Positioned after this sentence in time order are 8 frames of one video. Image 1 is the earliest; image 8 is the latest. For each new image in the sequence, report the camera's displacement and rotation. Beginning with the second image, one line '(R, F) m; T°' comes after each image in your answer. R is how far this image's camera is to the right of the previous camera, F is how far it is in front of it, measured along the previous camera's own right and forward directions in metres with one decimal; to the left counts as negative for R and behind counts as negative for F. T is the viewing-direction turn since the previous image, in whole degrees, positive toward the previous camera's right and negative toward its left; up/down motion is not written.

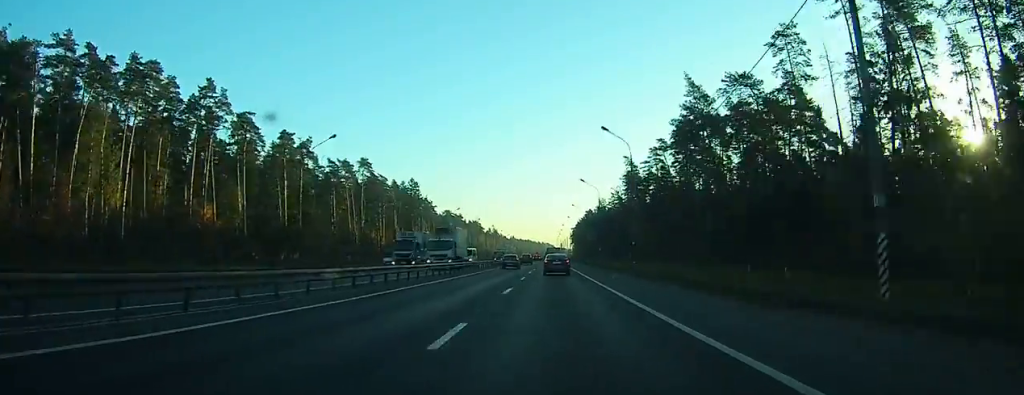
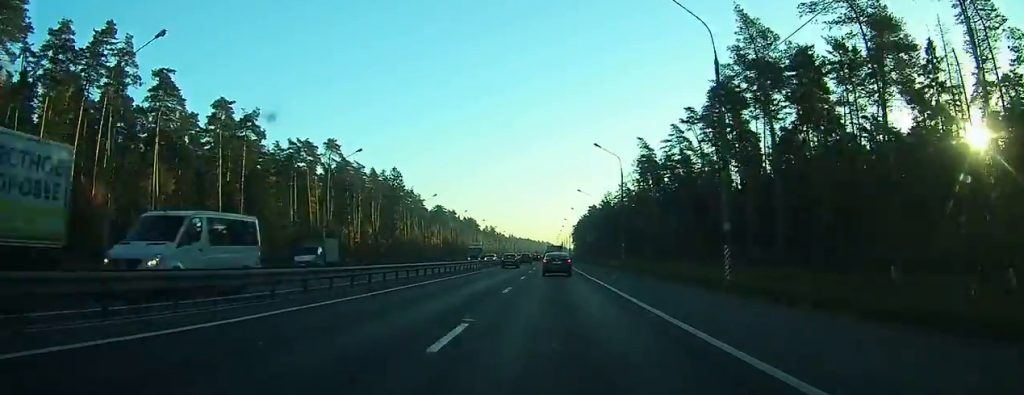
(0.0, +23.4) m; 0°
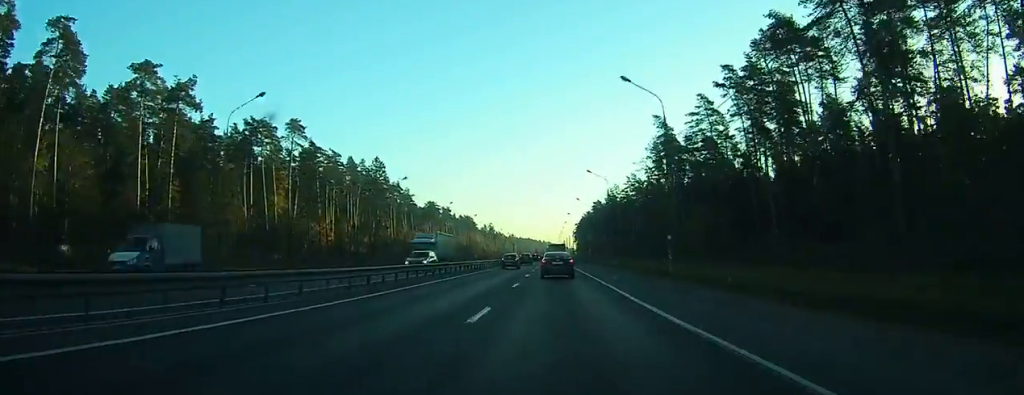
(0.0, +20.2) m; 0°
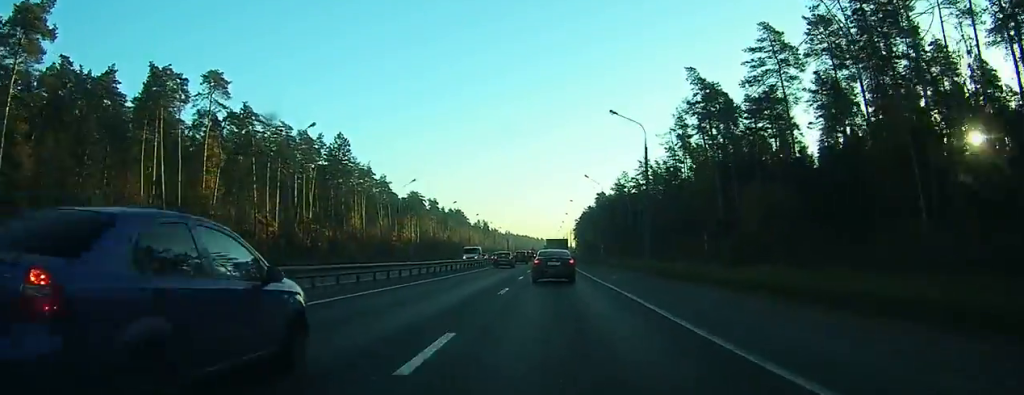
(-0.2, +29.5) m; -1°
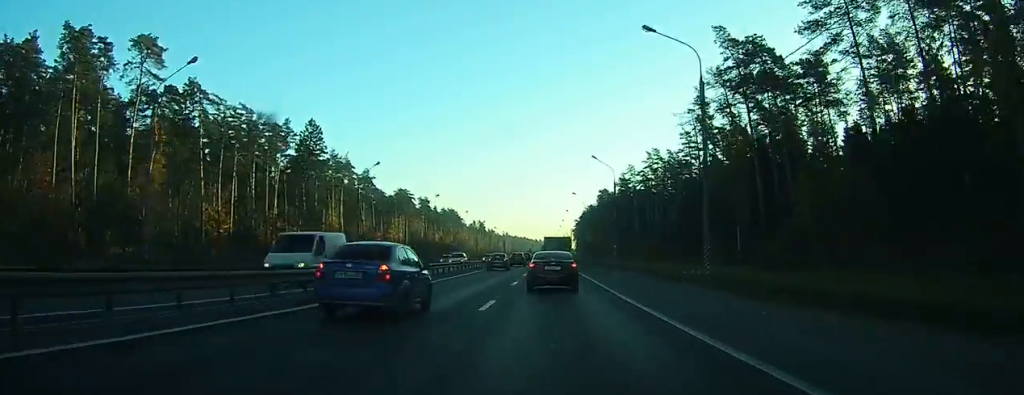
(-0.3, +17.2) m; 0°
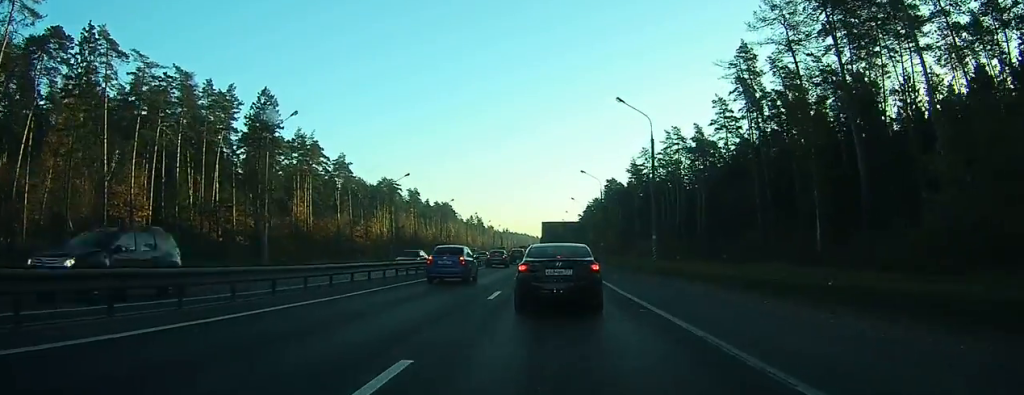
(+0.5, +20.8) m; +3°
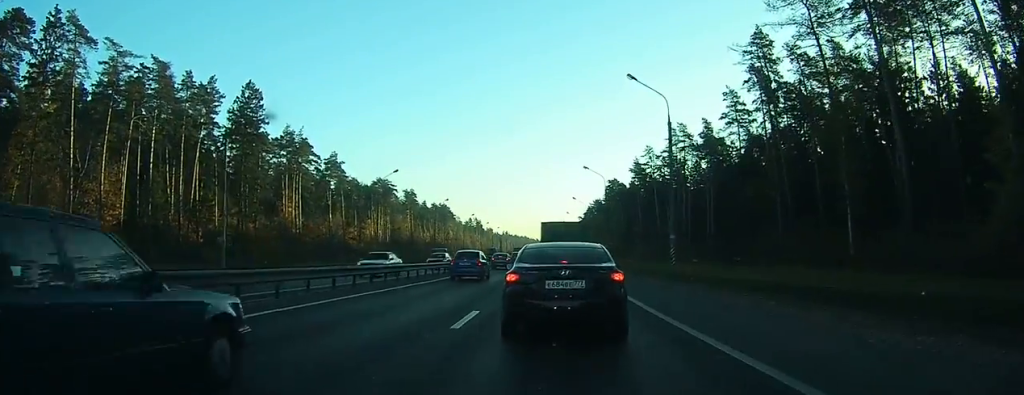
(+0.2, +5.1) m; +2°
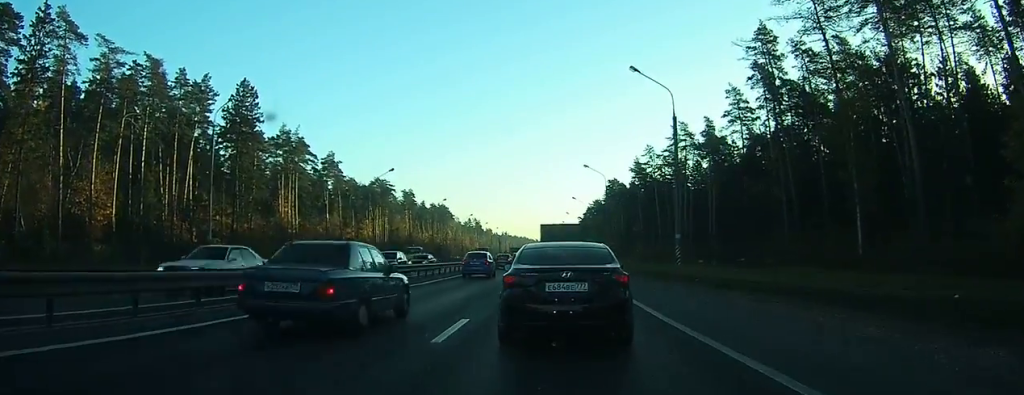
(0.0, +2.1) m; +1°
